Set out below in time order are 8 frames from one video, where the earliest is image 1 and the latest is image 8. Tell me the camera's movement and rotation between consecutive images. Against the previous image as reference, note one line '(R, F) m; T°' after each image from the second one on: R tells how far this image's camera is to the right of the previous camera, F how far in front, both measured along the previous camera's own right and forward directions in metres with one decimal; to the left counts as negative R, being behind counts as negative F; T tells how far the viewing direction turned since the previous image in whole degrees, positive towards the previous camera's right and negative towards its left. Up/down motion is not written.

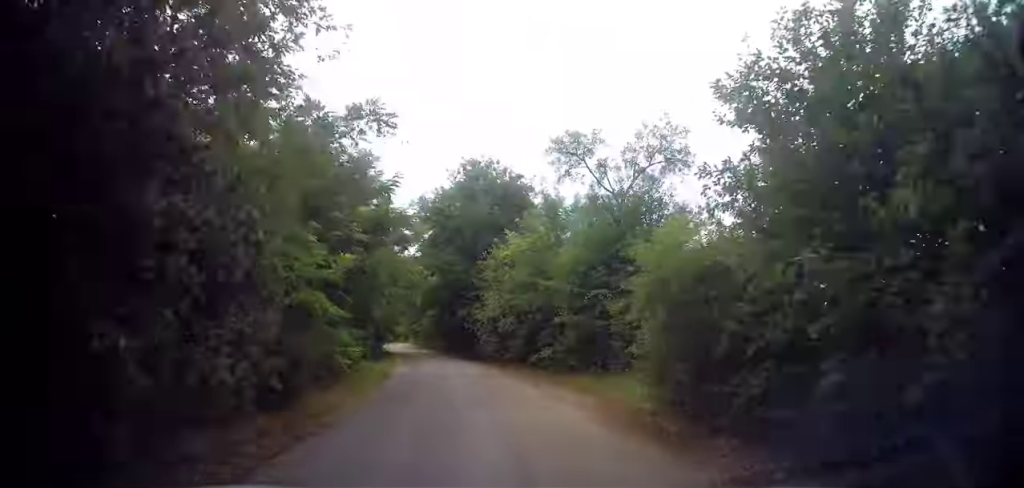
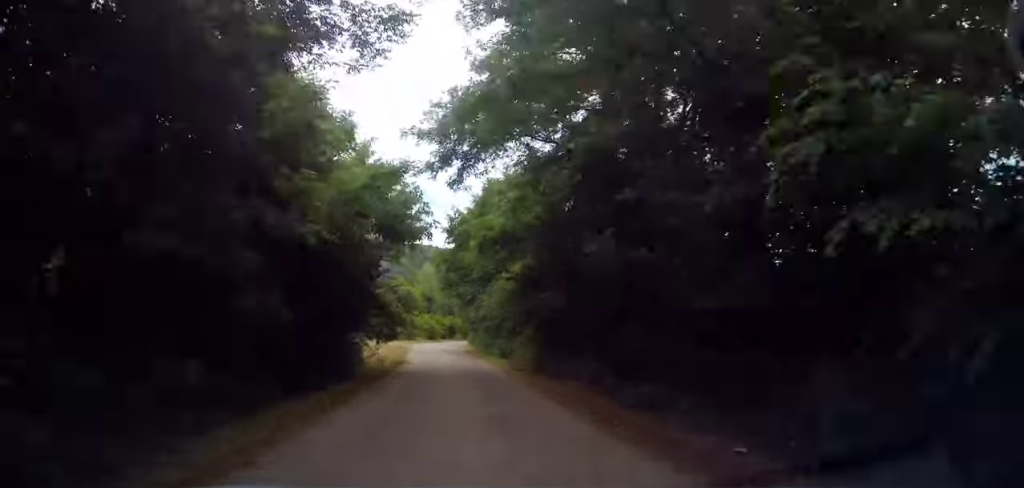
(-1.2, +27.8) m; -4°
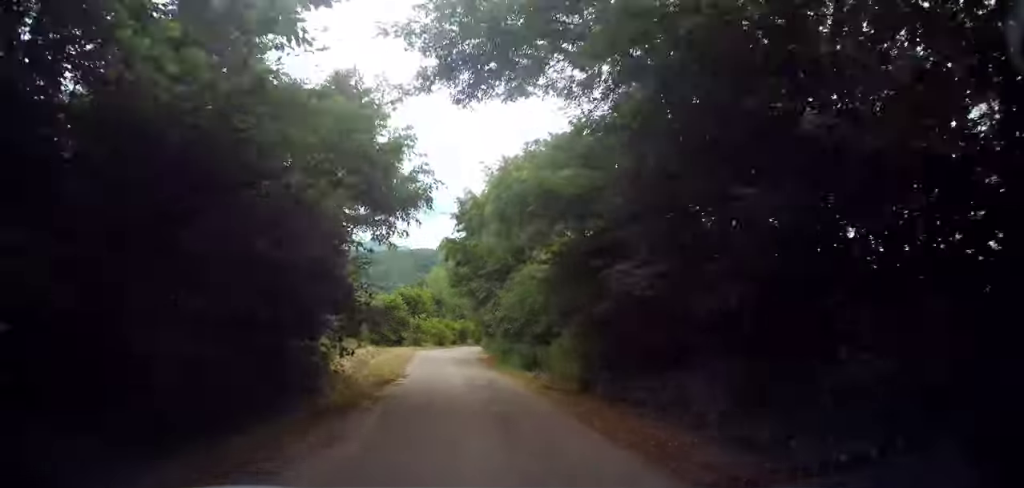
(+0.1, +5.3) m; -1°
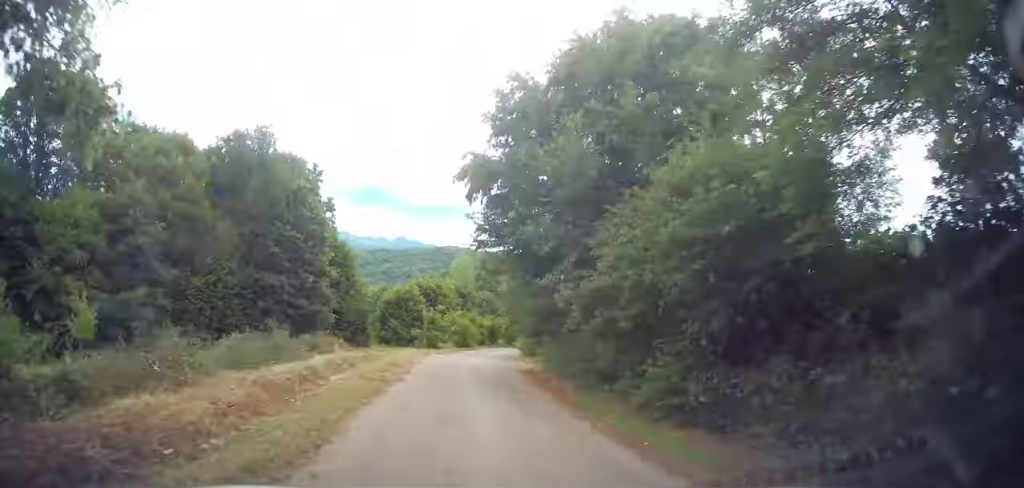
(-0.1, +12.5) m; -2°
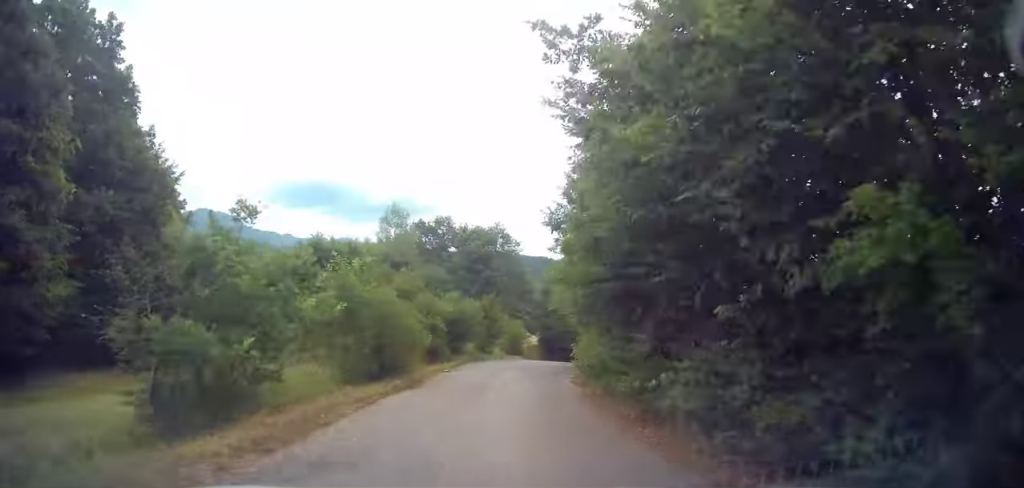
(+0.1, +28.0) m; +5°
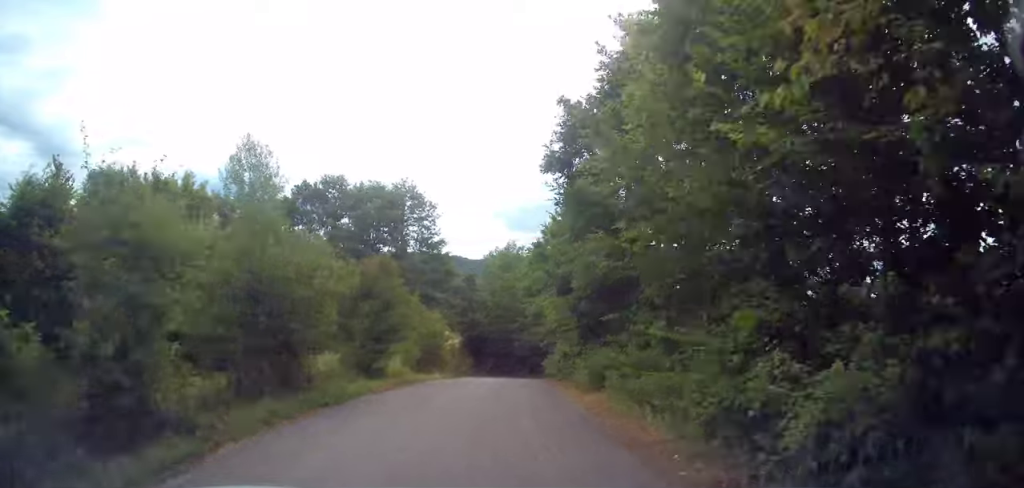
(+0.9, +15.8) m; +7°
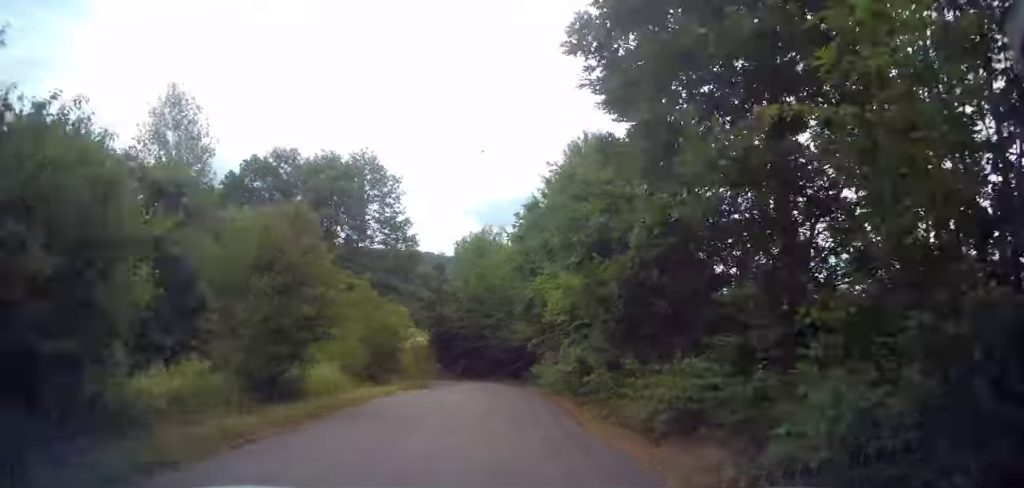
(0.0, +6.0) m; +3°
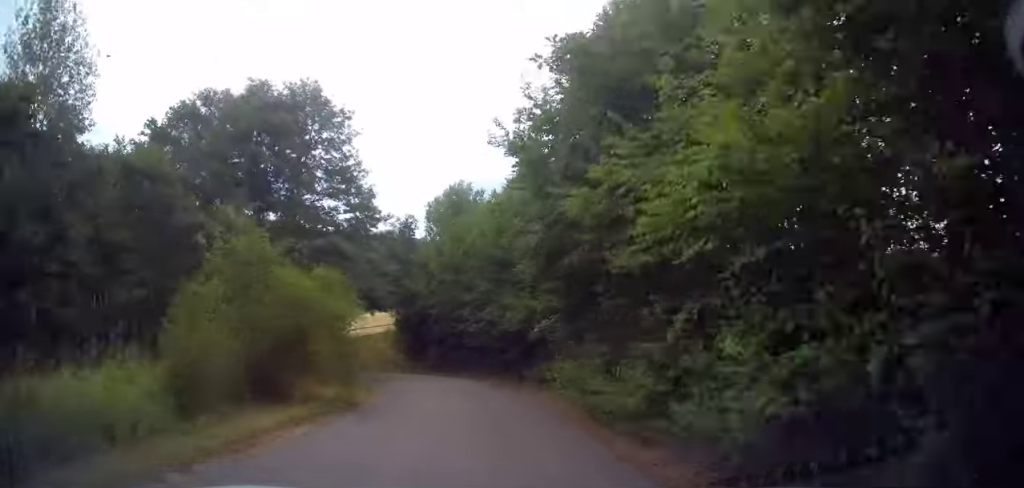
(+0.4, +7.7) m; +1°
